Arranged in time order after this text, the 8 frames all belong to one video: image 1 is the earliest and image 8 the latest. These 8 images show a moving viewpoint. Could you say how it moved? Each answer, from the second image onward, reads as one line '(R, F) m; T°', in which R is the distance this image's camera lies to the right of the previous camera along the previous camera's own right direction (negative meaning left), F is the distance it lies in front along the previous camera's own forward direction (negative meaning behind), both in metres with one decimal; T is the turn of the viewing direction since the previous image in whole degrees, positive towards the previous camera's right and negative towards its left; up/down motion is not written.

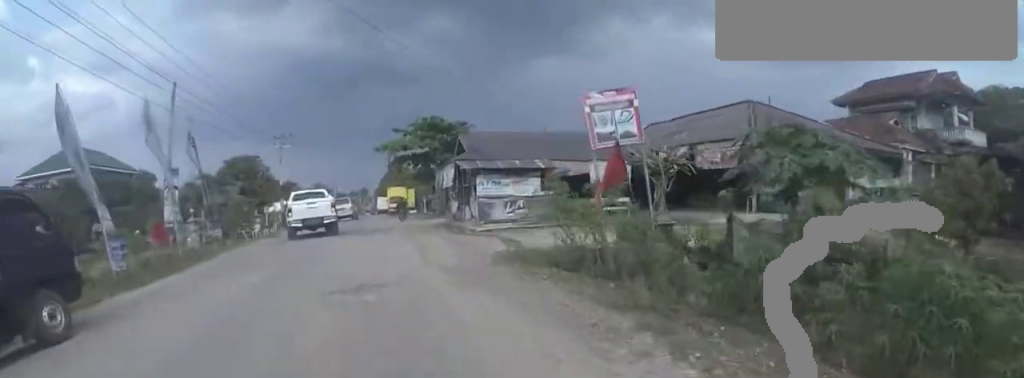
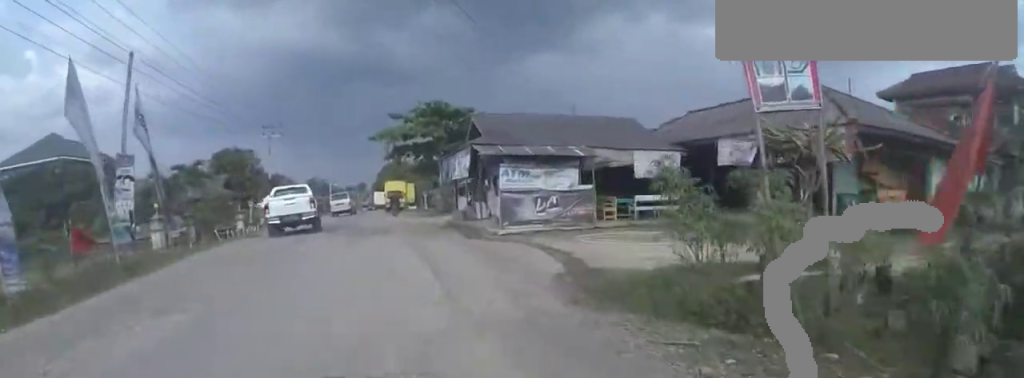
(0.0, +3.6) m; 0°
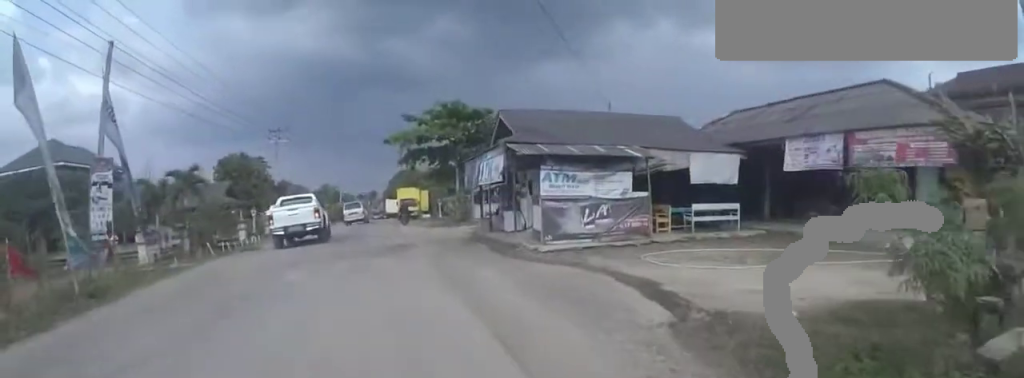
(0.0, +2.4) m; 0°
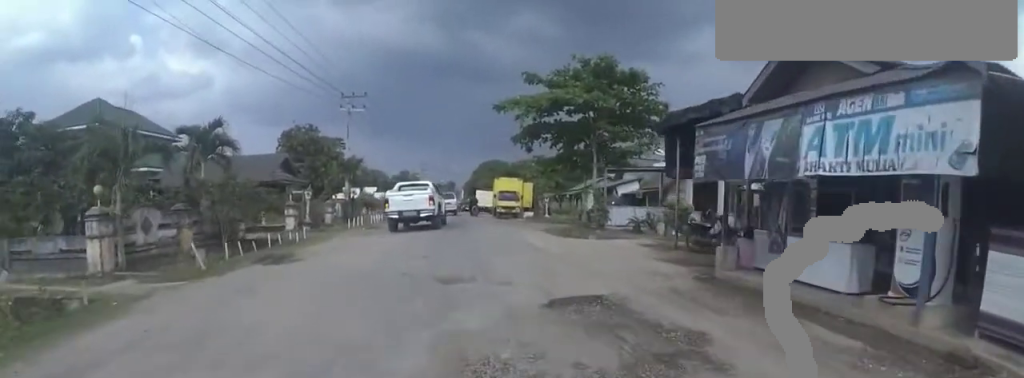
(0.0, +9.2) m; 0°
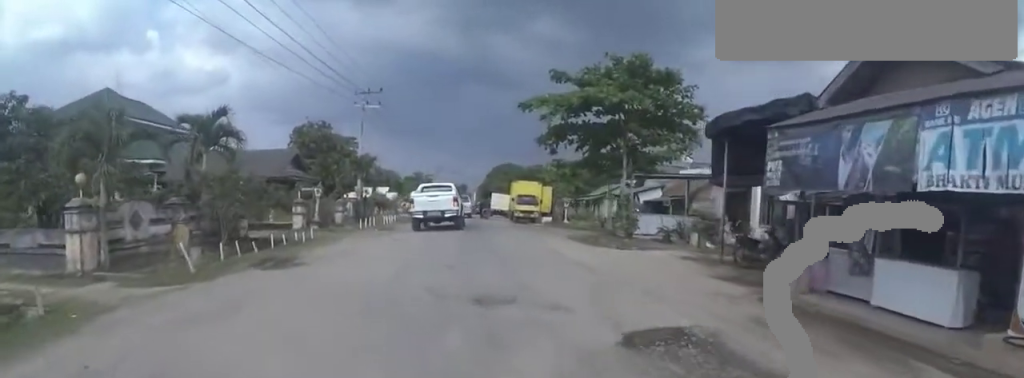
(0.0, +1.5) m; 0°
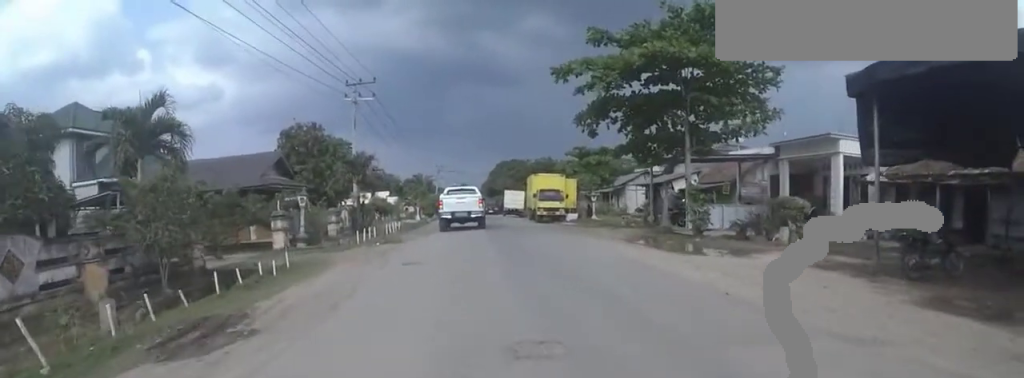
(0.0, +4.8) m; 0°
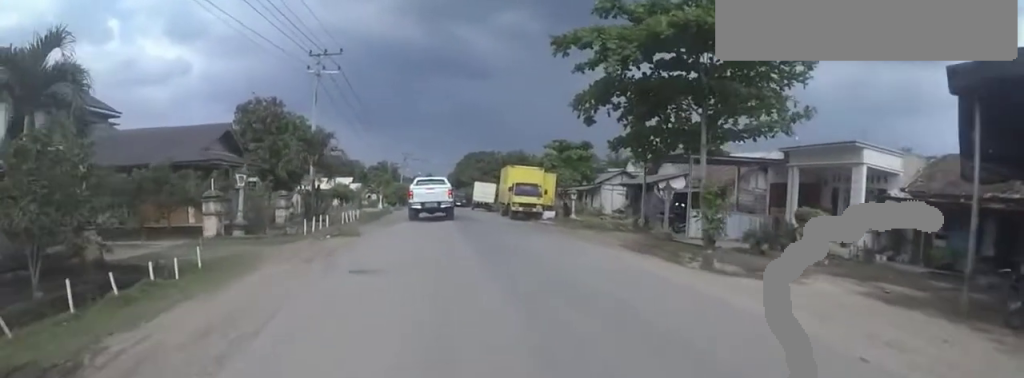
(0.0, +3.0) m; 0°
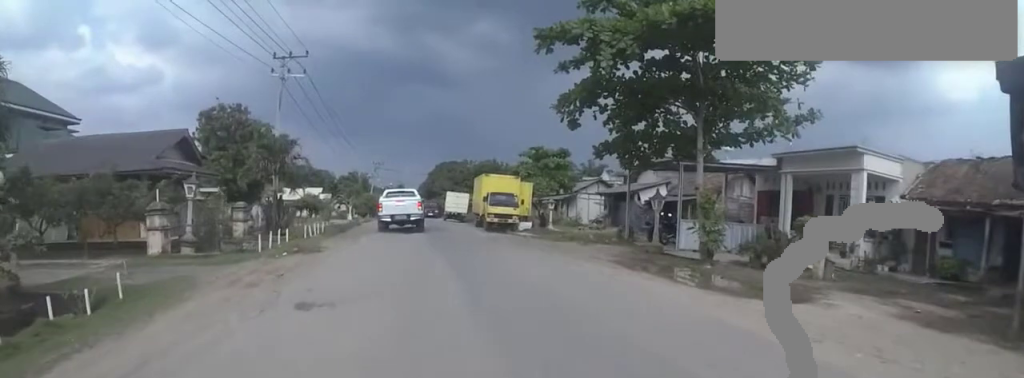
(0.0, +1.6) m; 0°
